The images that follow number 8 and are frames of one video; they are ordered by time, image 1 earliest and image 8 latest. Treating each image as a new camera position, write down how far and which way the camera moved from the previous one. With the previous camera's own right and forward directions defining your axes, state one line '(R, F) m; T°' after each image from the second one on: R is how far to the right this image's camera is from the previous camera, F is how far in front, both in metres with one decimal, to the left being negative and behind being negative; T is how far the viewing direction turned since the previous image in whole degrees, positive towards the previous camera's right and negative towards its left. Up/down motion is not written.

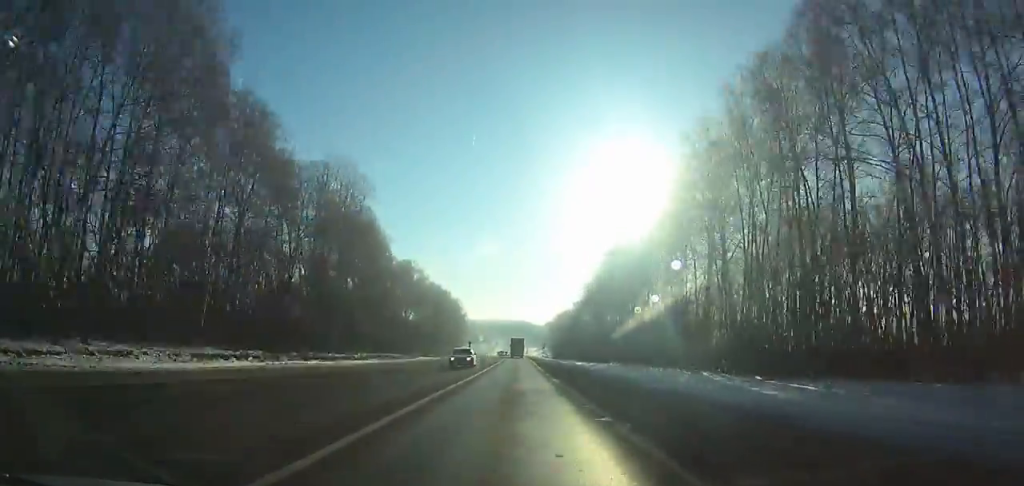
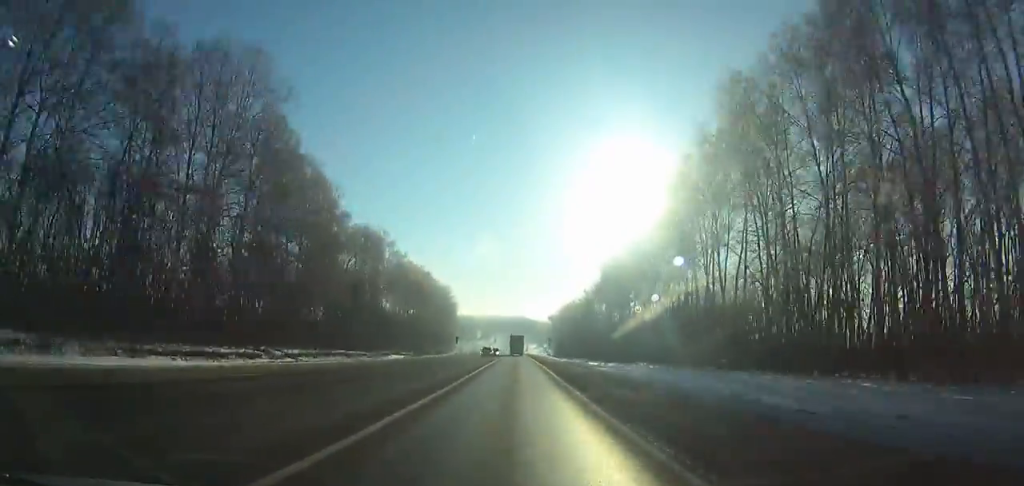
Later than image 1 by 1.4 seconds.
(0.0, +35.4) m; 0°
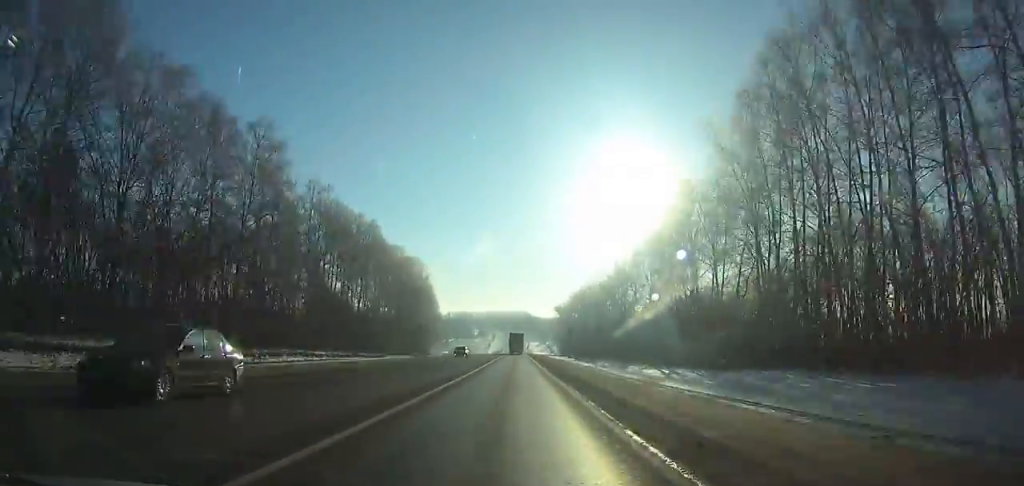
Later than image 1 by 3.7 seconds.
(+0.2, +58.4) m; 0°
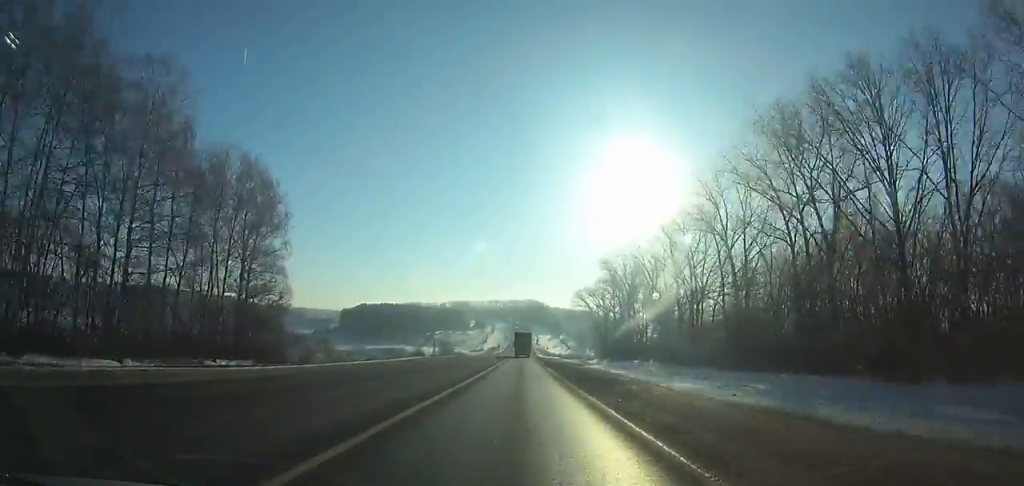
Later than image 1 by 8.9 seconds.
(-0.5, +131.3) m; 0°
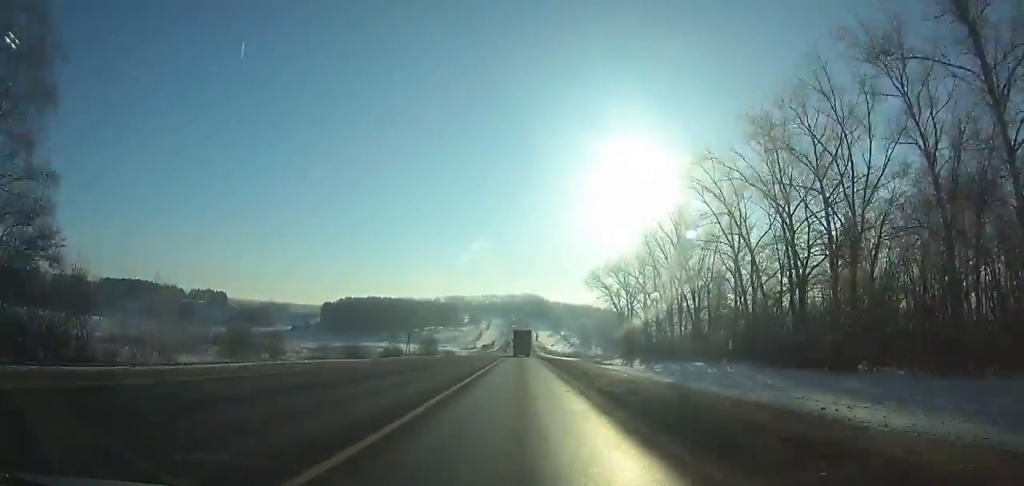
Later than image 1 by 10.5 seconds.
(0.0, +40.5) m; 0°
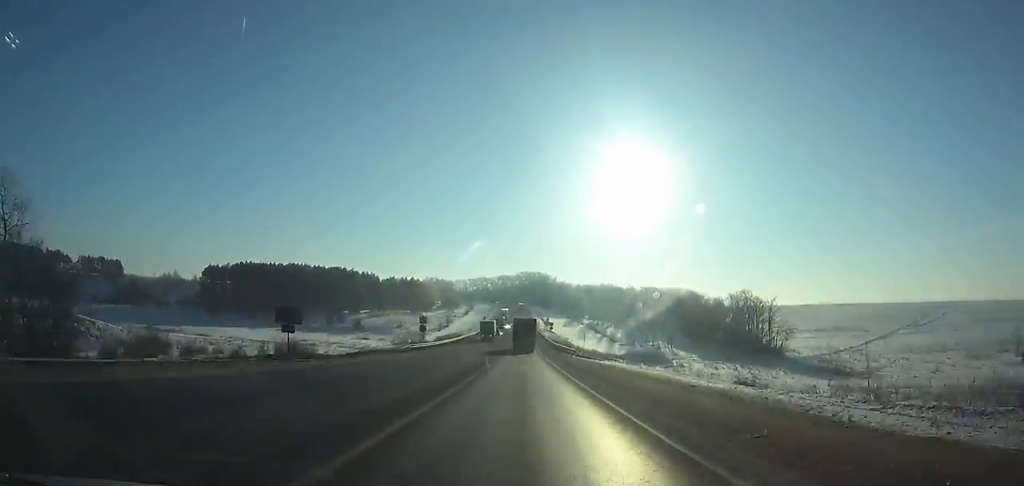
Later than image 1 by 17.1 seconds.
(+0.5, +167.8) m; 0°
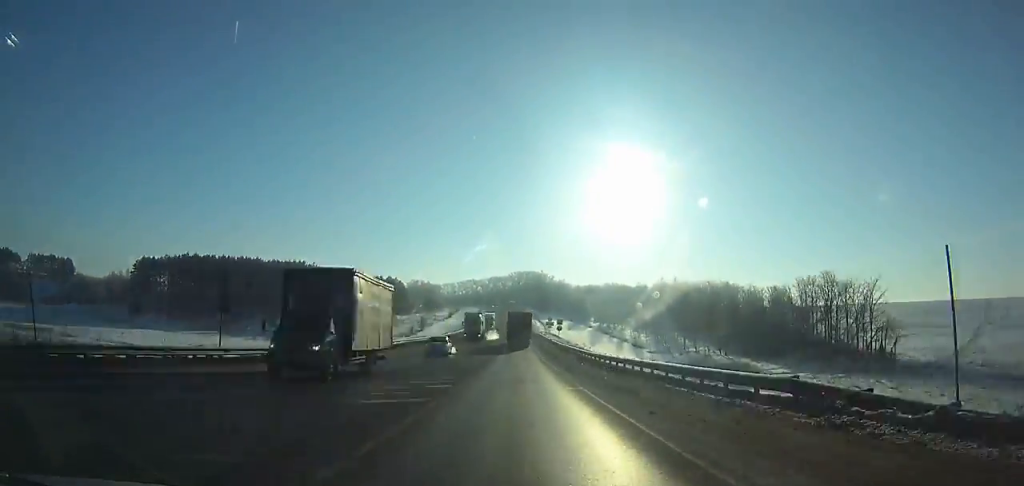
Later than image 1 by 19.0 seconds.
(+0.1, +48.4) m; 0°
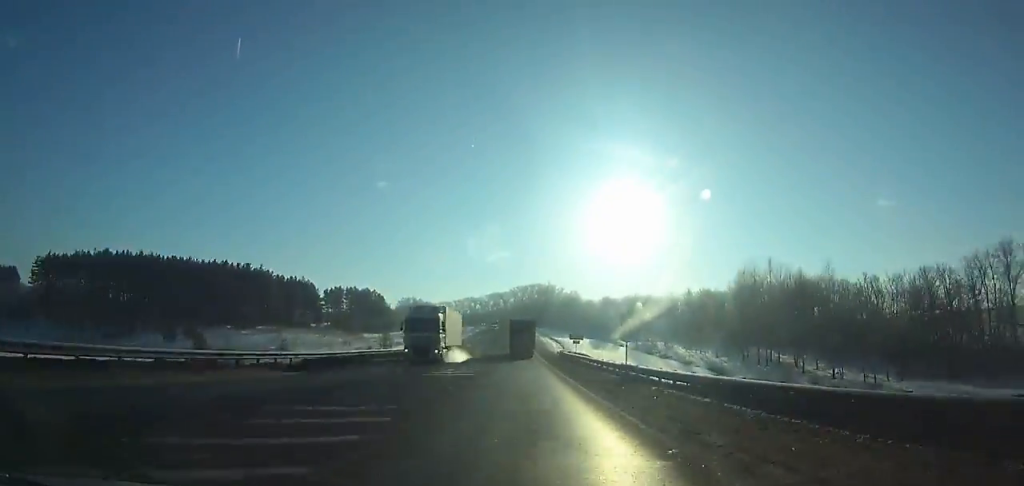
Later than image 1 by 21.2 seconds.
(+0.1, +55.8) m; 0°
